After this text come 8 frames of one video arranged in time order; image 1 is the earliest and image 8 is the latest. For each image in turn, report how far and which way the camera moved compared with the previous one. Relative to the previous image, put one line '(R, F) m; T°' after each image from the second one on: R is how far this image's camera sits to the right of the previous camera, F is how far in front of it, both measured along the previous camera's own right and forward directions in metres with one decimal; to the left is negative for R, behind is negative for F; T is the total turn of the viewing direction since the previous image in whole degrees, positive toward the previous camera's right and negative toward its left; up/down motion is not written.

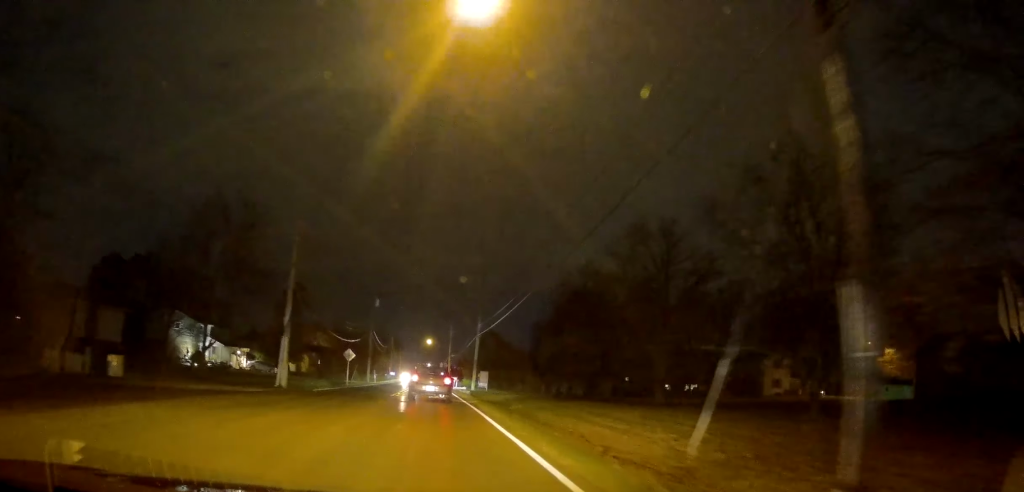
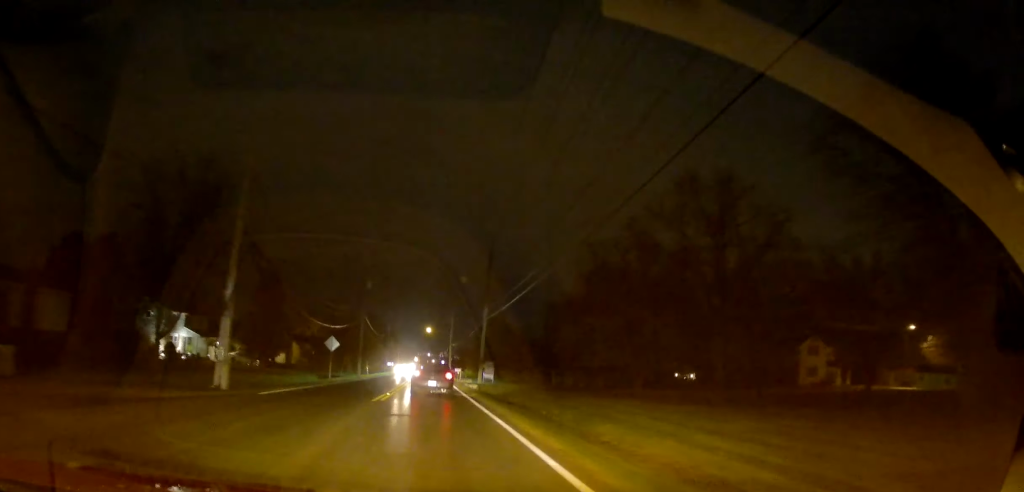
(0.0, +8.8) m; 0°
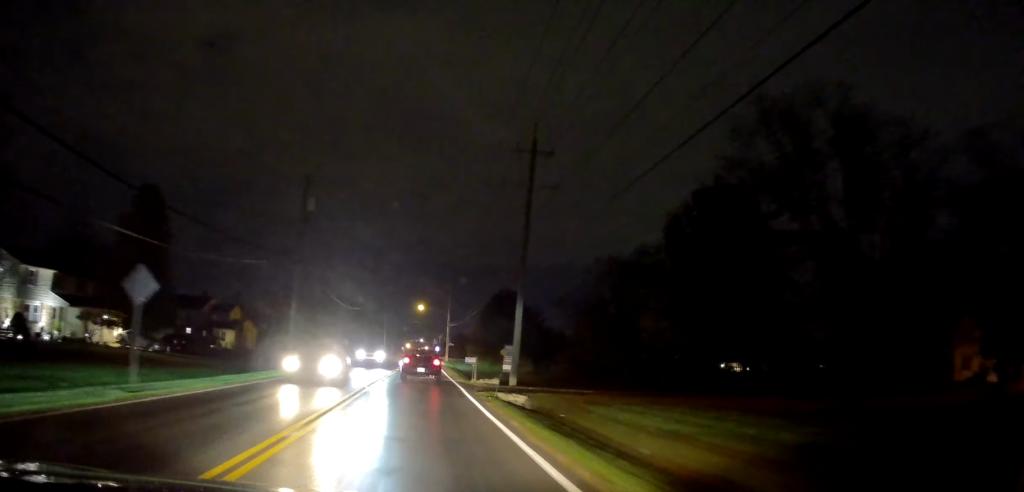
(-1.0, +26.8) m; -2°
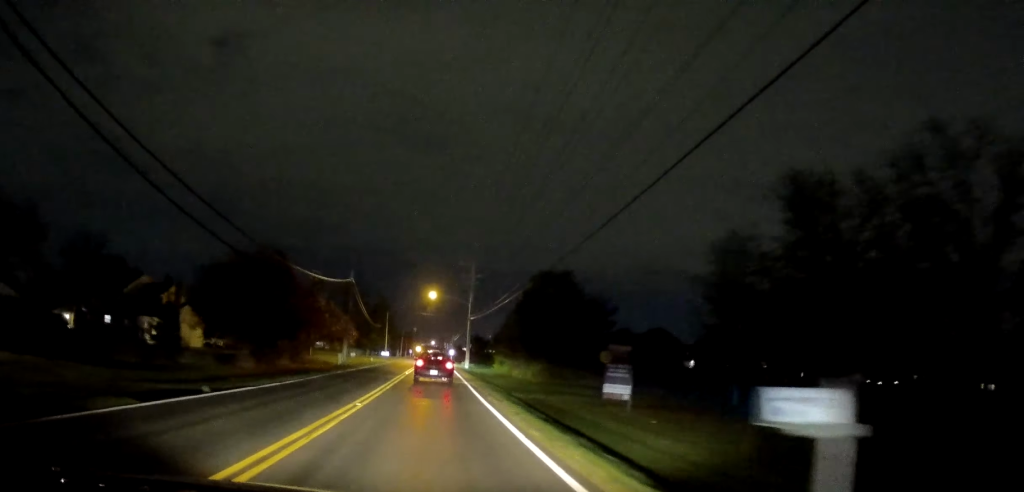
(+0.1, +28.8) m; 0°
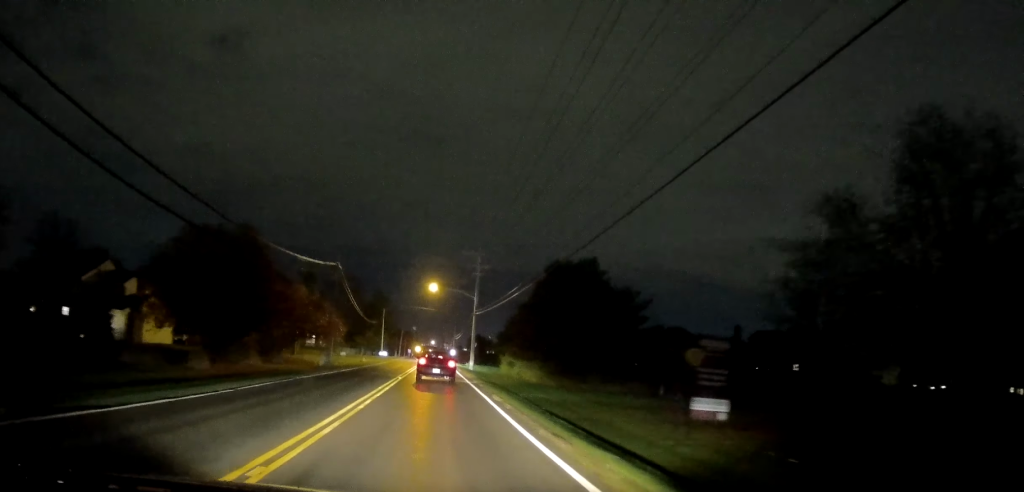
(+0.3, +9.4) m; 0°
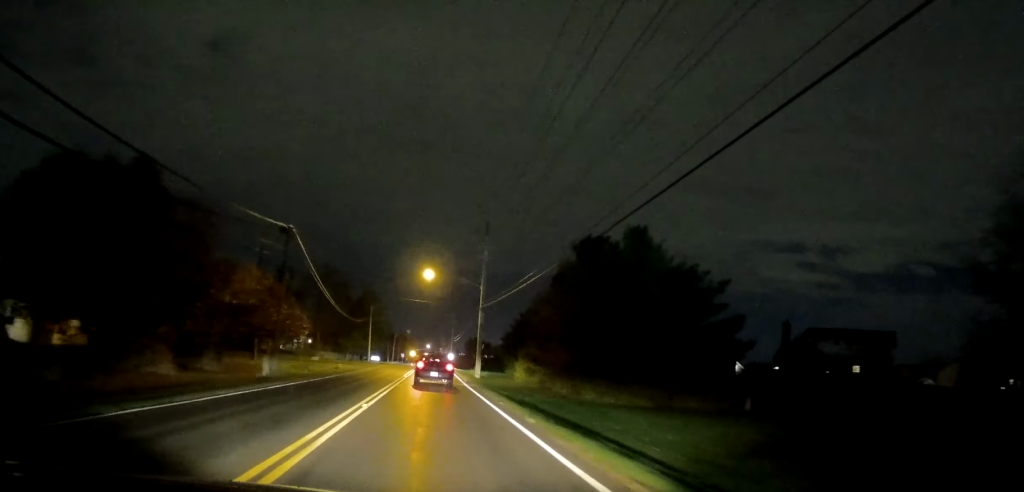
(-0.1, +15.1) m; 0°
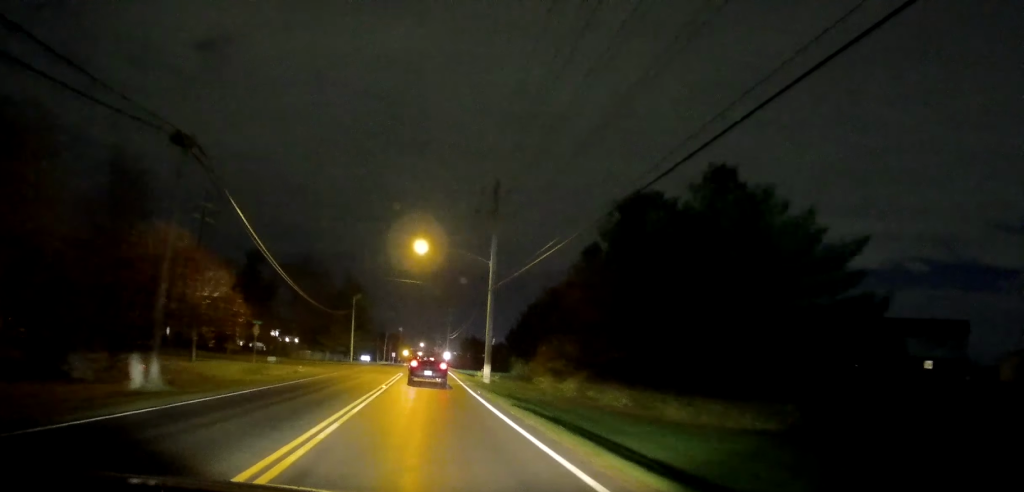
(0.0, +14.0) m; +1°
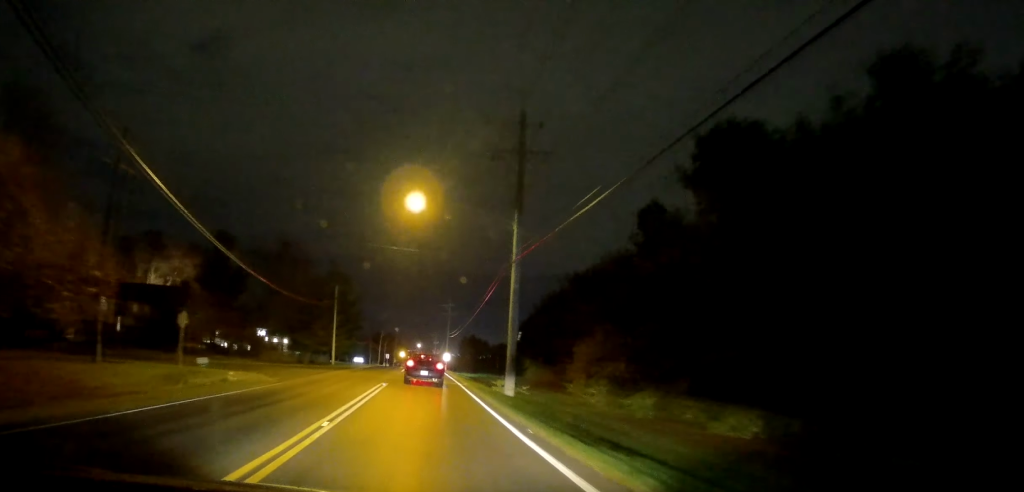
(+0.3, +13.6) m; +1°
